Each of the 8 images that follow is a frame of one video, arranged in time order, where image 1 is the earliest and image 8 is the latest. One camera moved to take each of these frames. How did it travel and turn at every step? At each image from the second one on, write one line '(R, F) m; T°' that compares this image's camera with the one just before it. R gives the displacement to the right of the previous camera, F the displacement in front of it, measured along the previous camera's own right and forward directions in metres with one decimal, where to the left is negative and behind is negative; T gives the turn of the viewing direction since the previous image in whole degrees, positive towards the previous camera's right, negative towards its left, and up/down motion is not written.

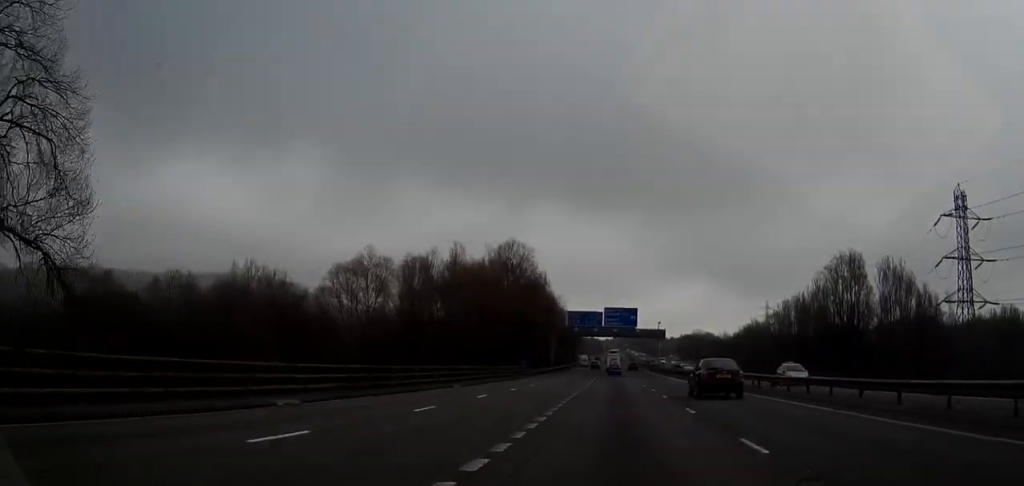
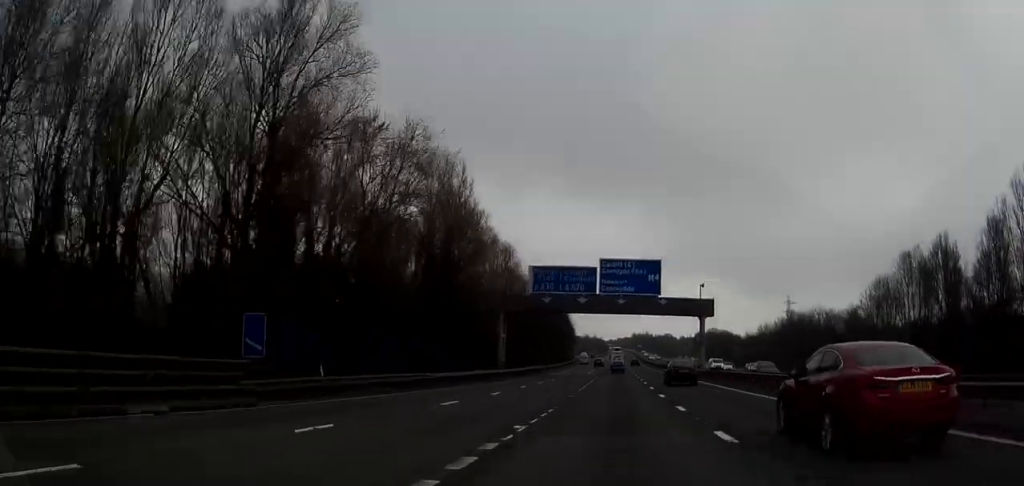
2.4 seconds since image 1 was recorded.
(-0.5, +60.2) m; -1°
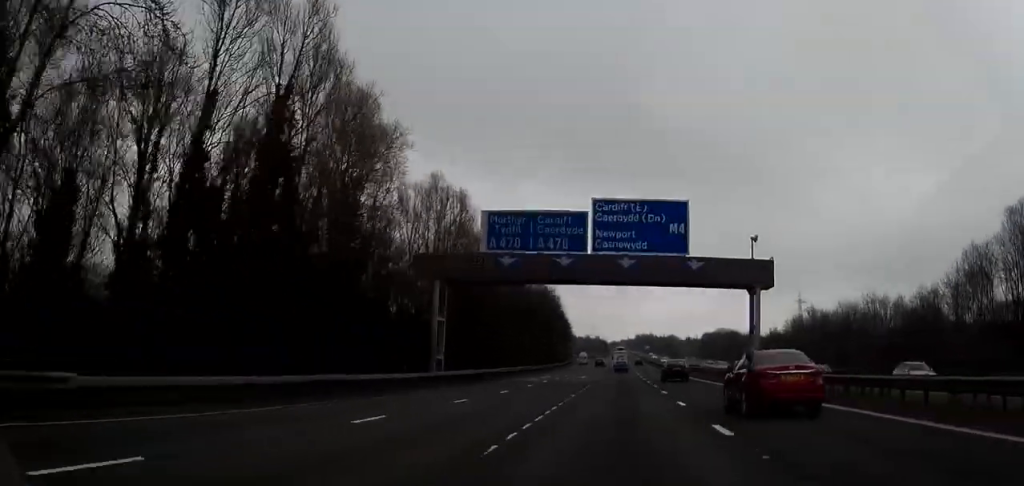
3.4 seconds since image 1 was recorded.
(-0.1, +25.8) m; 0°
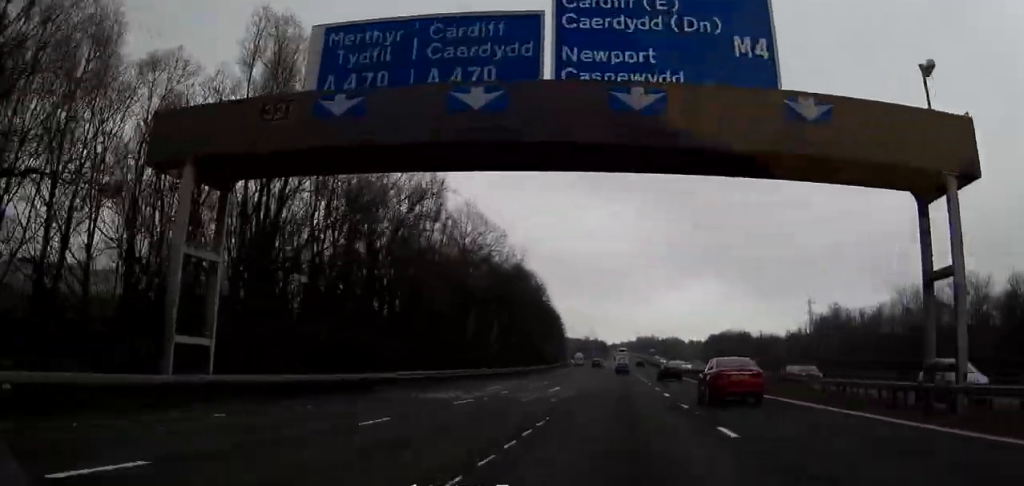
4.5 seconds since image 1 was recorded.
(-0.1, +26.6) m; 0°
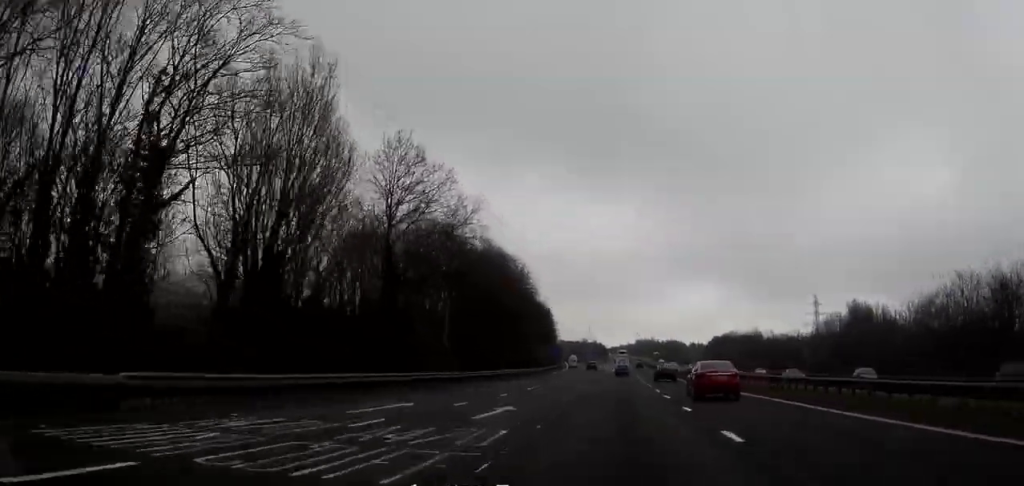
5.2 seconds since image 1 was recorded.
(0.0, +18.3) m; 0°
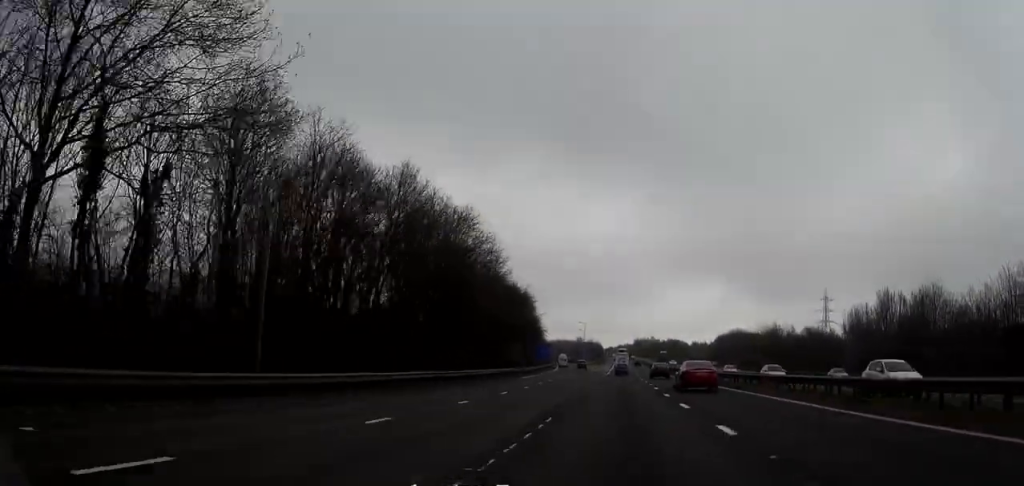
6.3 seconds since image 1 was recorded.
(+0.1, +25.8) m; 0°
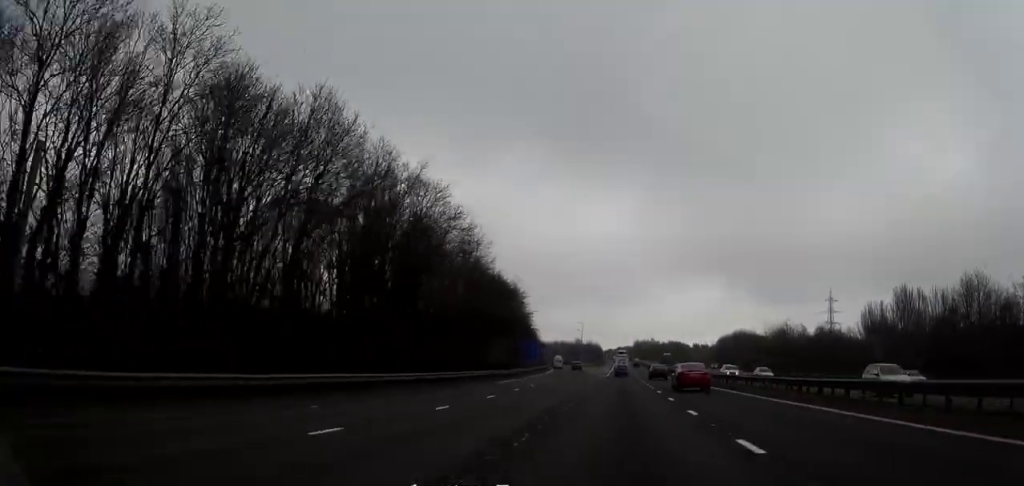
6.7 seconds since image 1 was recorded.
(-0.1, +11.6) m; 0°
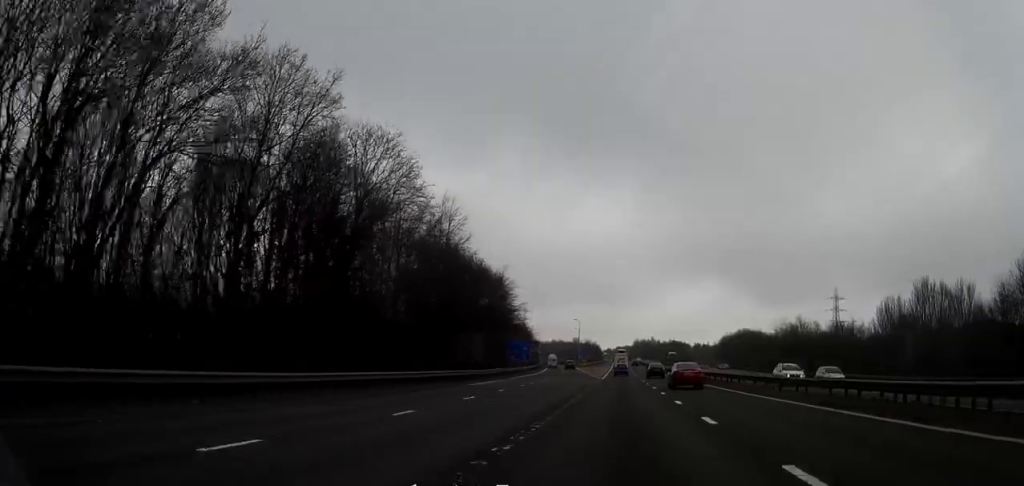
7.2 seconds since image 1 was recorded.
(0.0, +12.4) m; 0°
